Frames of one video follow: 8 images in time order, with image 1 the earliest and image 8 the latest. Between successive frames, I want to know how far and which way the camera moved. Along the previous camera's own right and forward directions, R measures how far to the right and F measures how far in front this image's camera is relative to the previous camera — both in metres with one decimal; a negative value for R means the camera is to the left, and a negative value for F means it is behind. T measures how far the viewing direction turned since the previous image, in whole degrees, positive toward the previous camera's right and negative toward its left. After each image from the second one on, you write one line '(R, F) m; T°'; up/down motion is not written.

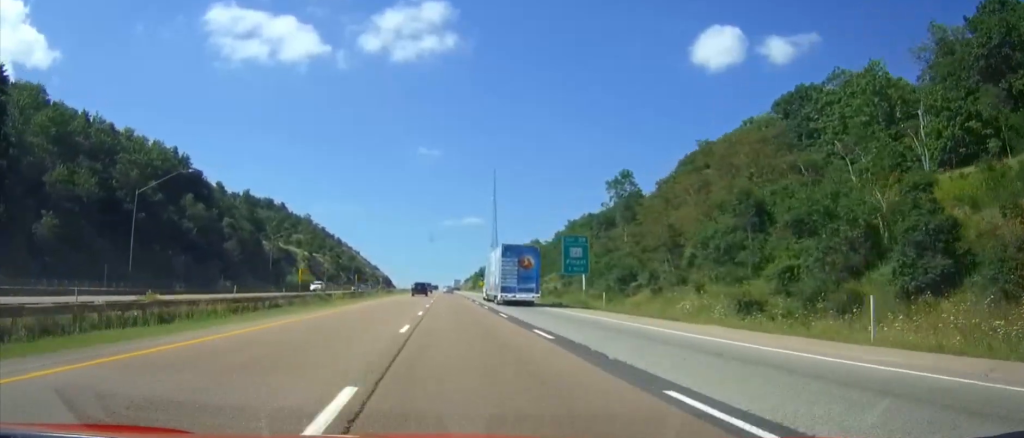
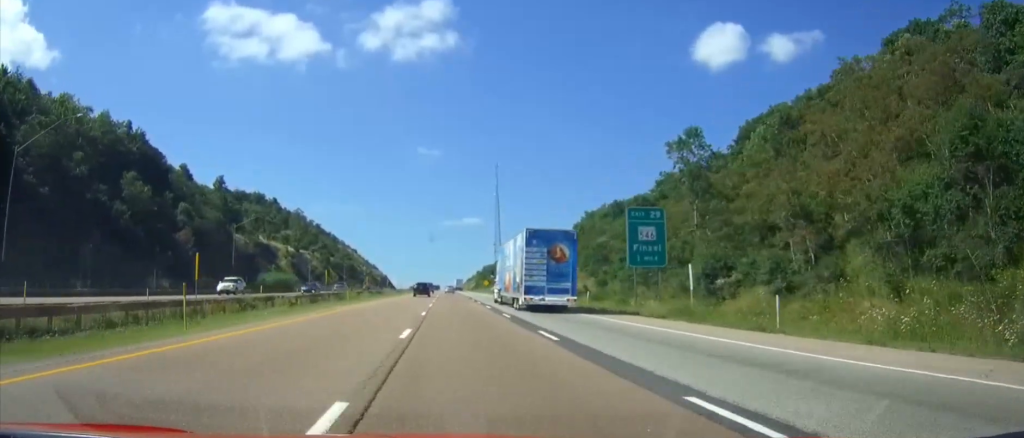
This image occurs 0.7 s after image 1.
(0.0, +24.5) m; 0°
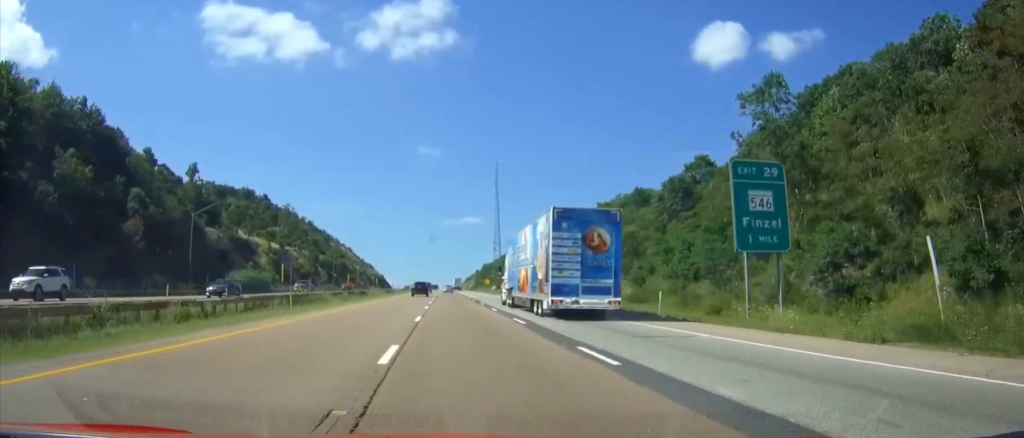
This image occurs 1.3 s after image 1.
(0.0, +17.8) m; 0°
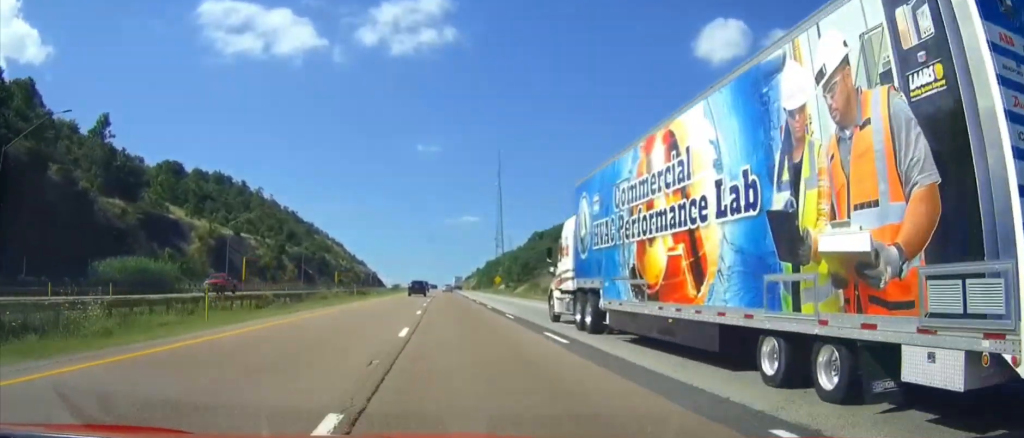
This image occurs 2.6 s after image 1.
(0.0, +44.5) m; 0°
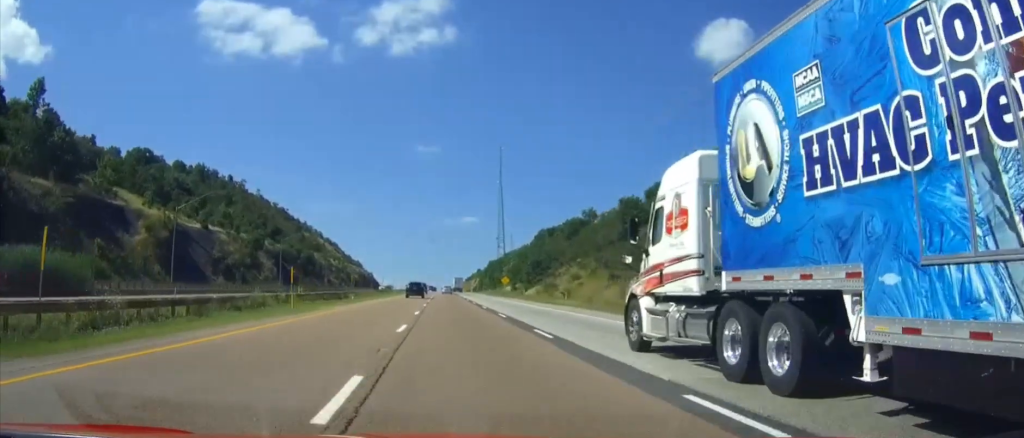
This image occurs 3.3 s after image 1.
(0.0, +22.2) m; 0°
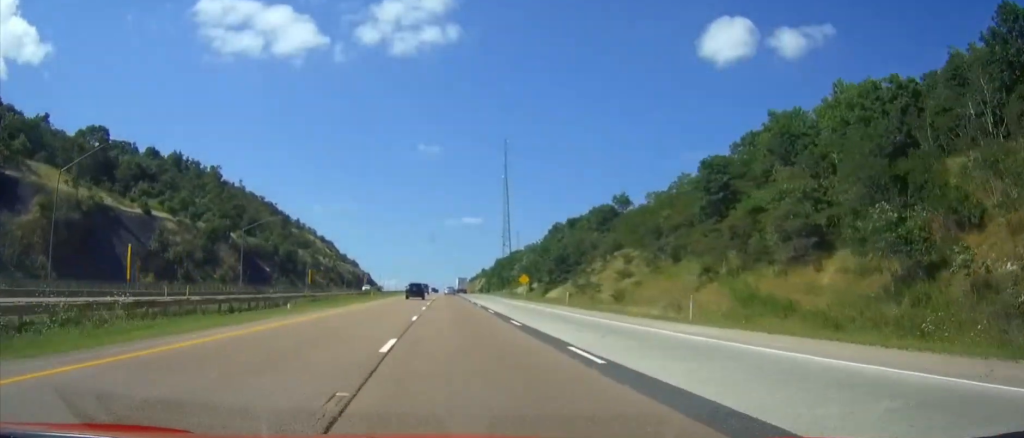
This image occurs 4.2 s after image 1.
(0.0, +29.9) m; 0°
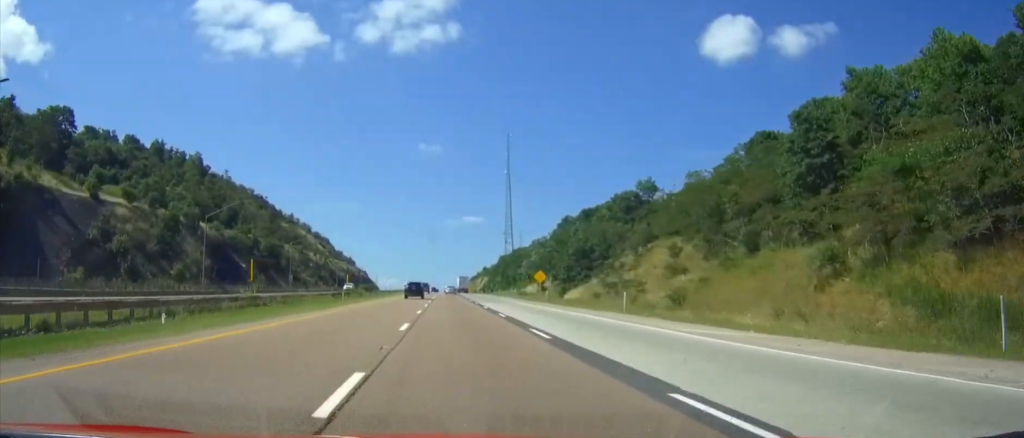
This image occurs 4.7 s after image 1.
(+0.1, +18.8) m; 0°
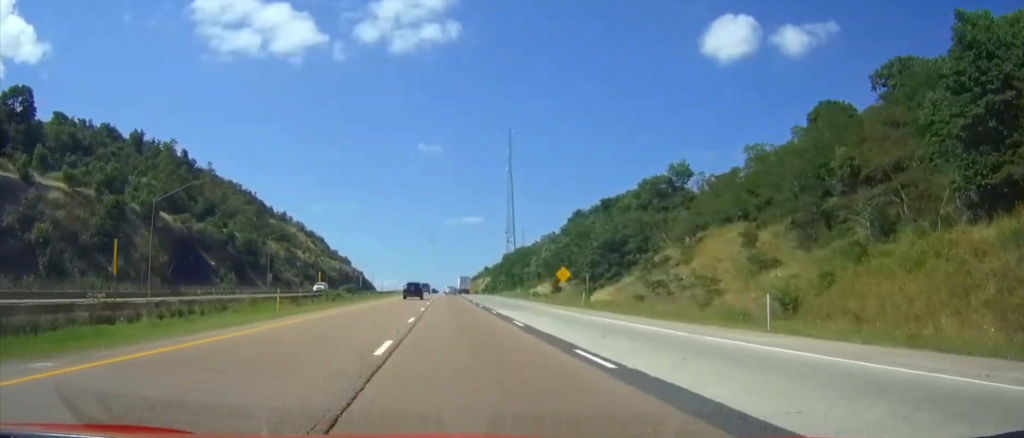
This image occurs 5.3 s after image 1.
(0.0, +18.8) m; 0°
